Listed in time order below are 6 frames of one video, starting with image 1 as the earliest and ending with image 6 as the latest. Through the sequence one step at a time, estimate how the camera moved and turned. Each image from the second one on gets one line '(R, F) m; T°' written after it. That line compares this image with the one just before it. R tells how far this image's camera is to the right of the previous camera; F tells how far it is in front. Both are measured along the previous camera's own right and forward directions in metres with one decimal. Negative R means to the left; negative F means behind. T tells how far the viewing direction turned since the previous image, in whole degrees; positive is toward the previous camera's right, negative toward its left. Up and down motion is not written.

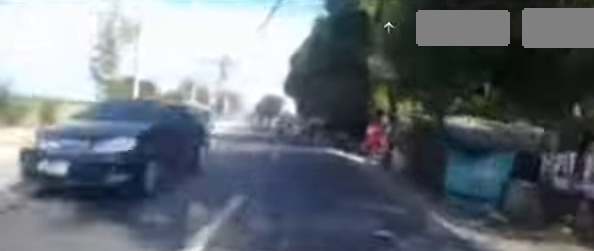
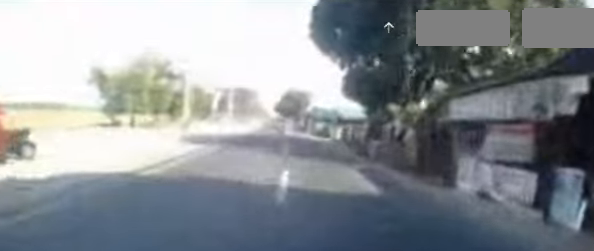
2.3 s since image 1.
(-1.2, +24.5) m; -3°
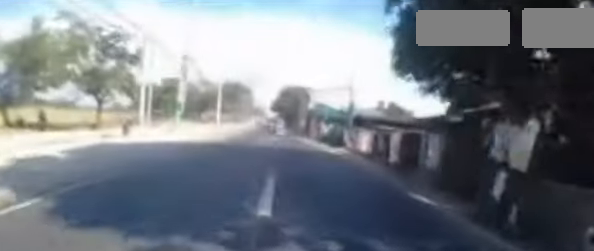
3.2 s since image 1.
(+0.2, +9.9) m; 0°
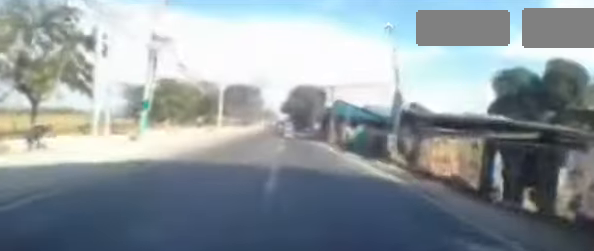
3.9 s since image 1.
(-0.2, +7.1) m; -2°
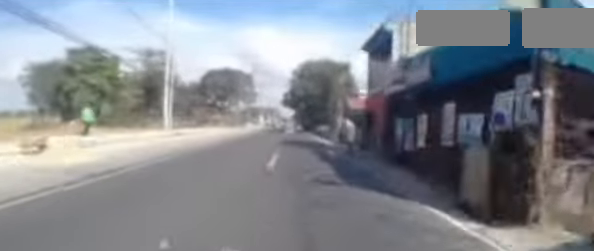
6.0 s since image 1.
(-0.5, +23.0) m; +2°
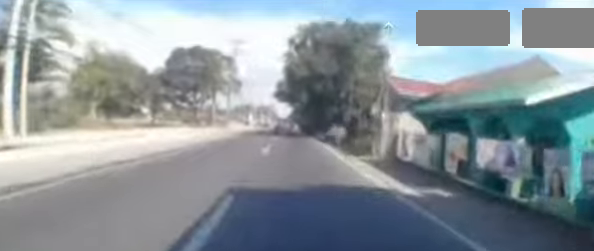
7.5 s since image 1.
(+0.2, +16.4) m; -2°
